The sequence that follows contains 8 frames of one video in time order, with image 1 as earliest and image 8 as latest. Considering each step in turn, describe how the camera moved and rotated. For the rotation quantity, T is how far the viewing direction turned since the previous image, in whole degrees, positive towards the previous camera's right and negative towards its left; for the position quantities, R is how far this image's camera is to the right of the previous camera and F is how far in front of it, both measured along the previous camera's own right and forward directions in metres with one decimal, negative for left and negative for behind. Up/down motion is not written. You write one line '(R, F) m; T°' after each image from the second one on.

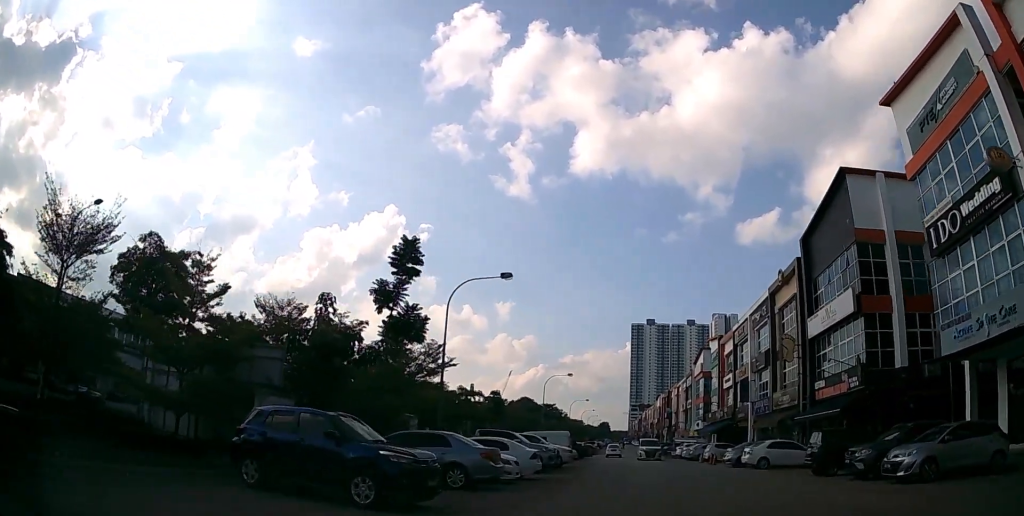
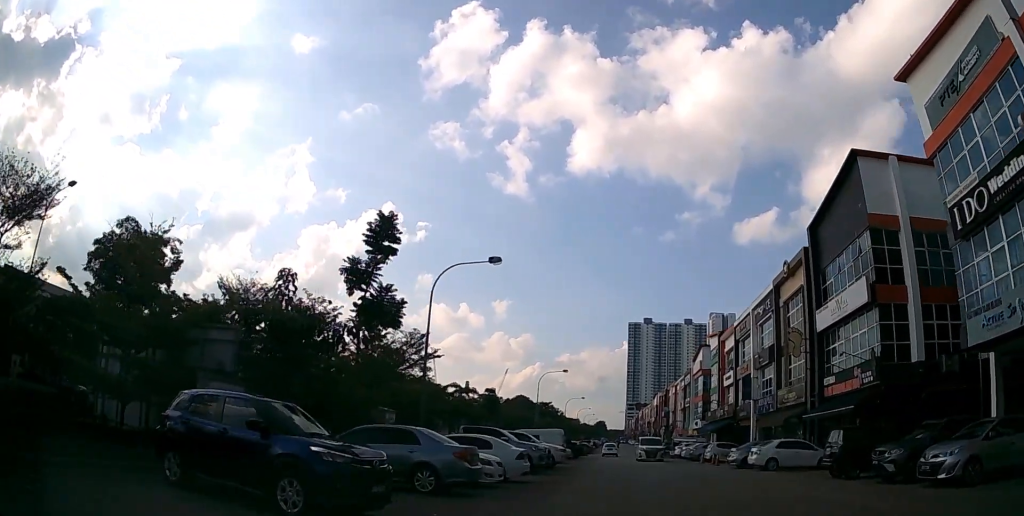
(0.0, +2.2) m; 0°
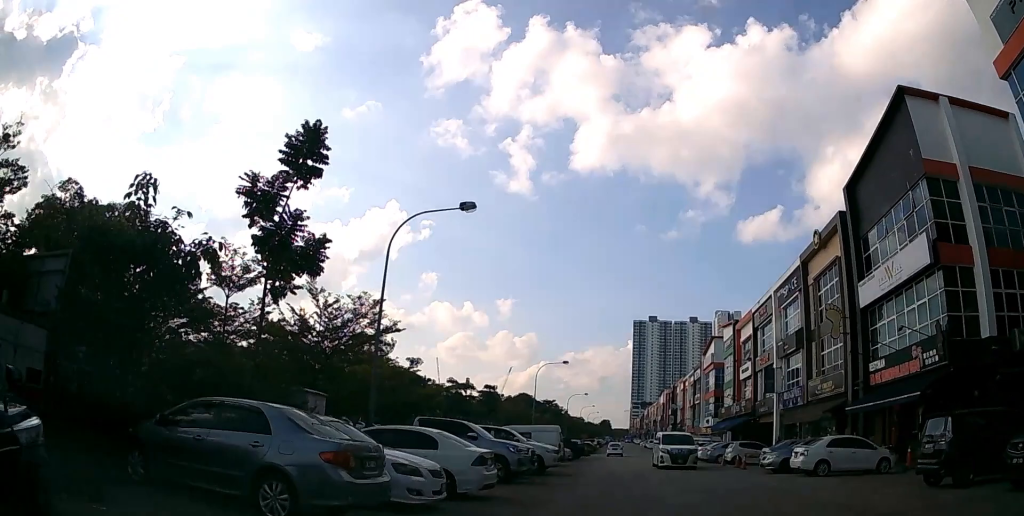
(0.0, +5.8) m; 0°
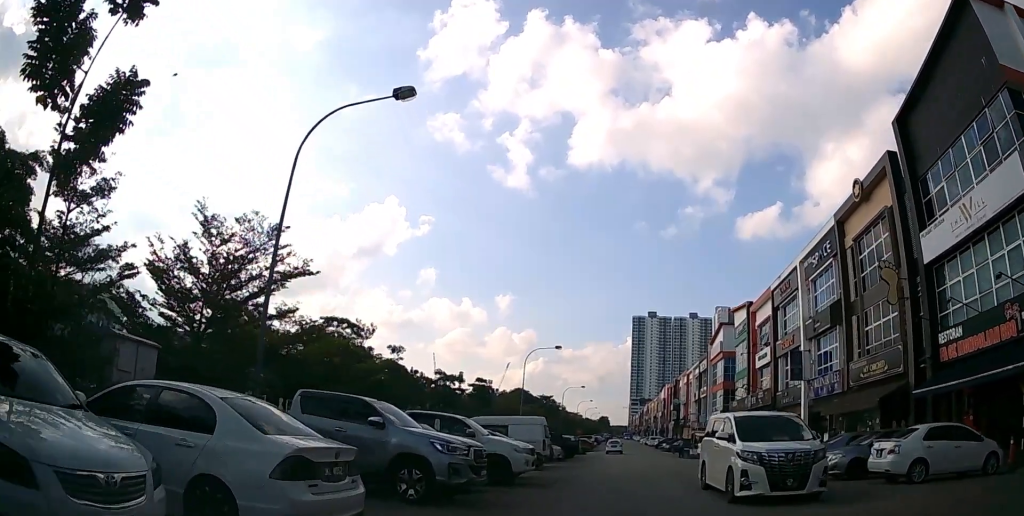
(0.0, +6.9) m; -1°
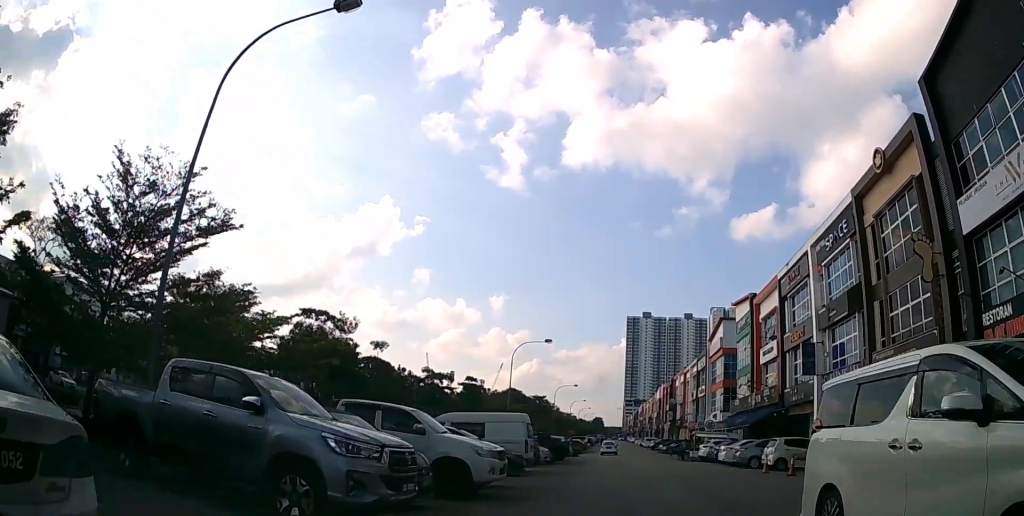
(0.0, +3.5) m; 0°
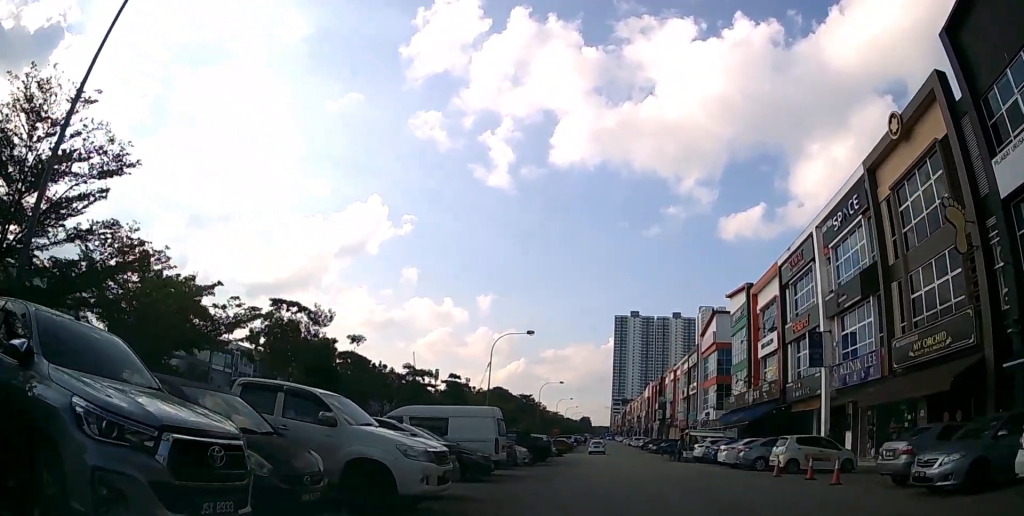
(0.0, +3.4) m; +2°
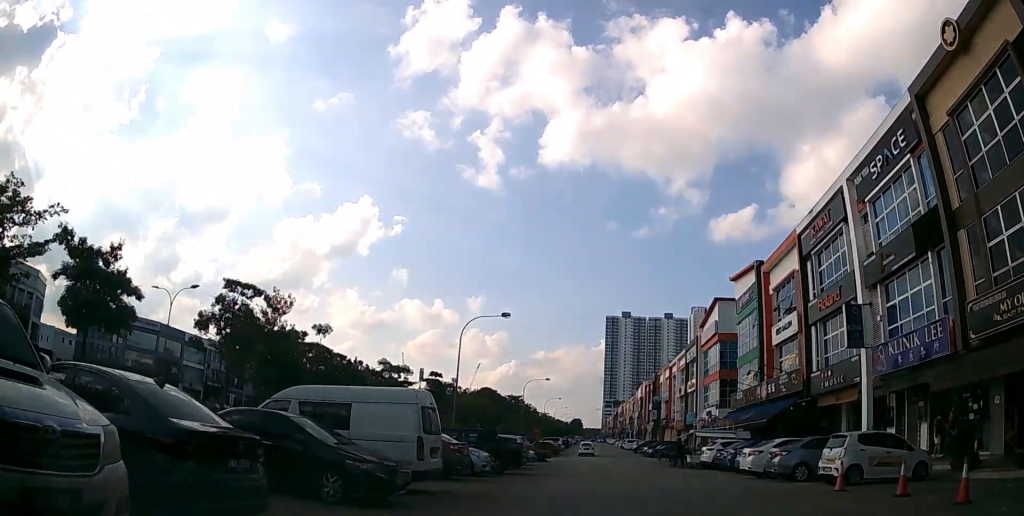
(+0.2, +6.5) m; +2°
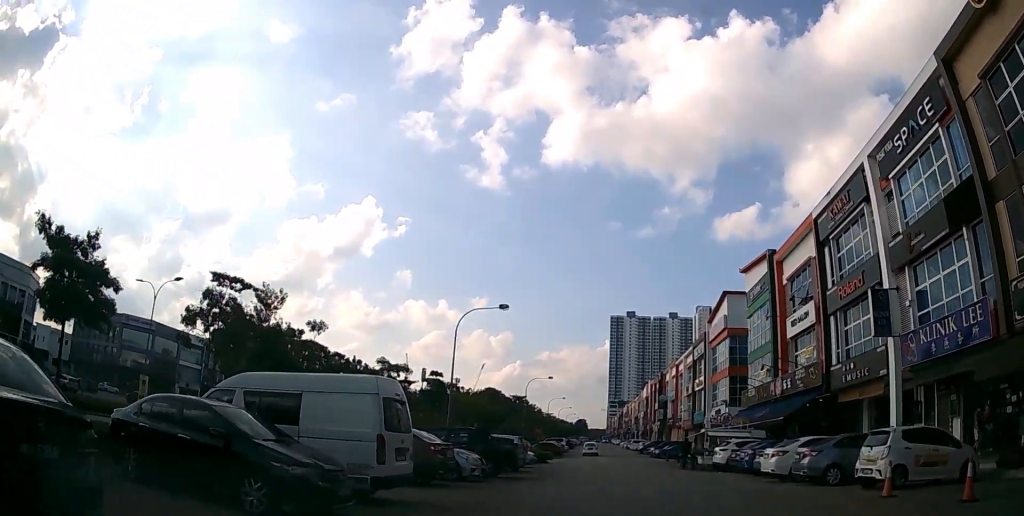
(0.0, +2.3) m; 0°
